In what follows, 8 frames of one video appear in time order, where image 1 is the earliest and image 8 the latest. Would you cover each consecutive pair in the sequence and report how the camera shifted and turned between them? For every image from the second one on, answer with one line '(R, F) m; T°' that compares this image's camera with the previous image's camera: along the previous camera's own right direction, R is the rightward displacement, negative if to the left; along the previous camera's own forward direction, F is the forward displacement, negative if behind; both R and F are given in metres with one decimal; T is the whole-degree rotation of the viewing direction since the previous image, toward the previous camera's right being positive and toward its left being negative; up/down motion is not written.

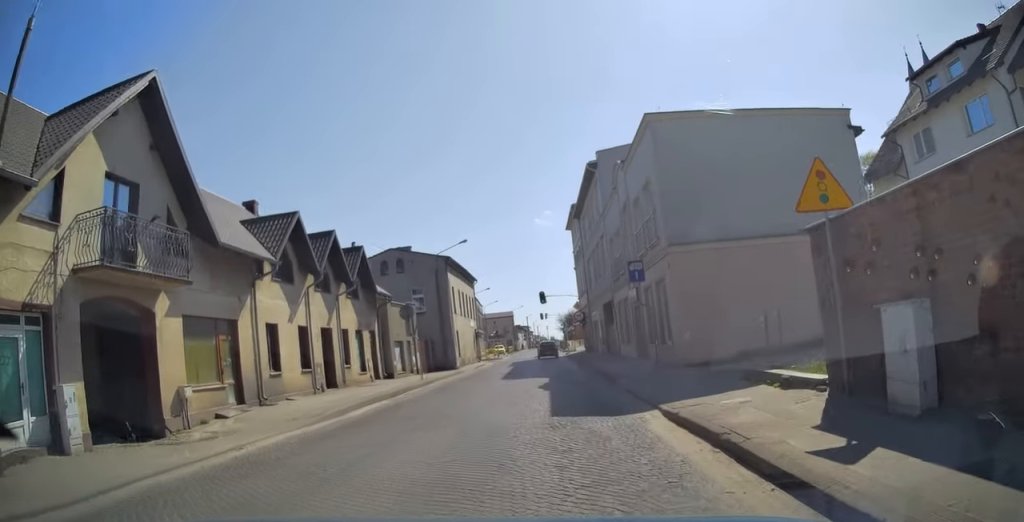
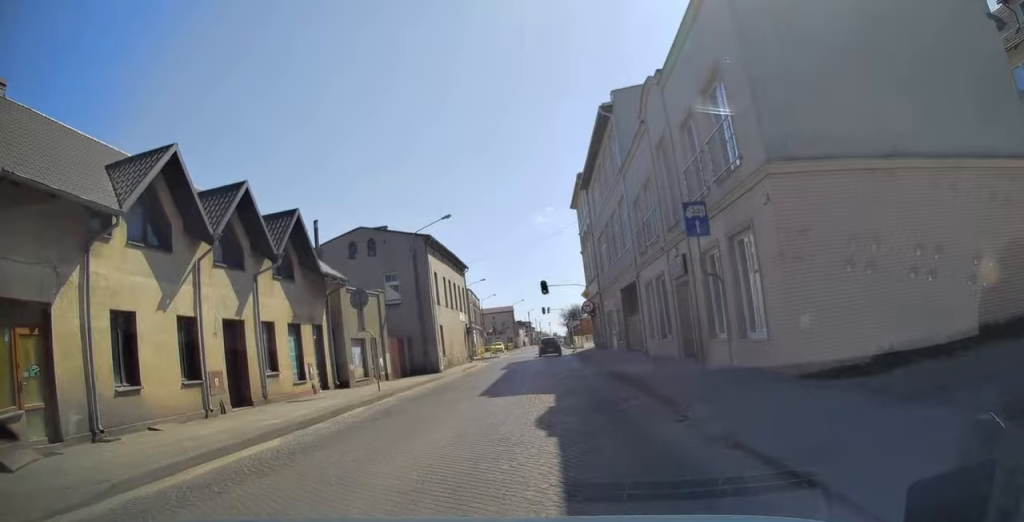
(0.0, +8.1) m; 0°
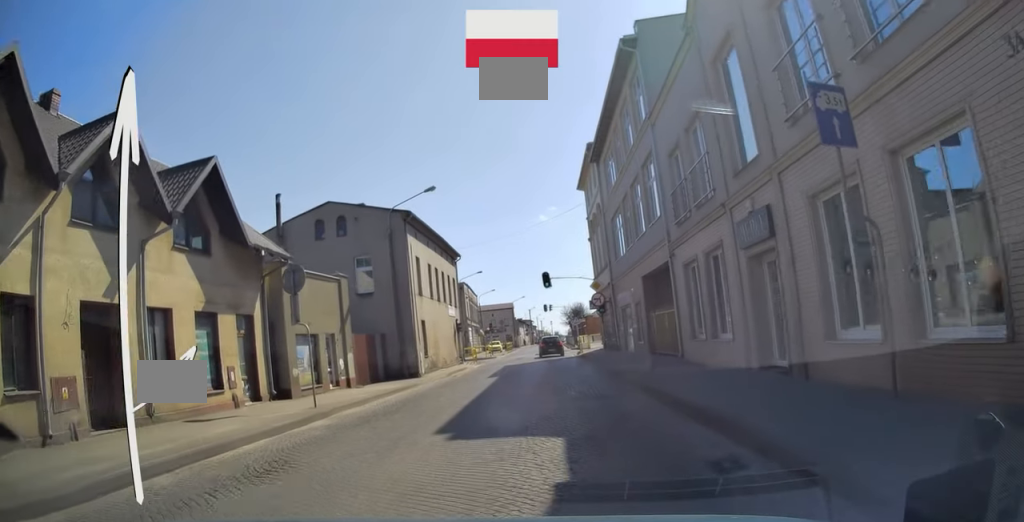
(0.0, +6.2) m; 0°
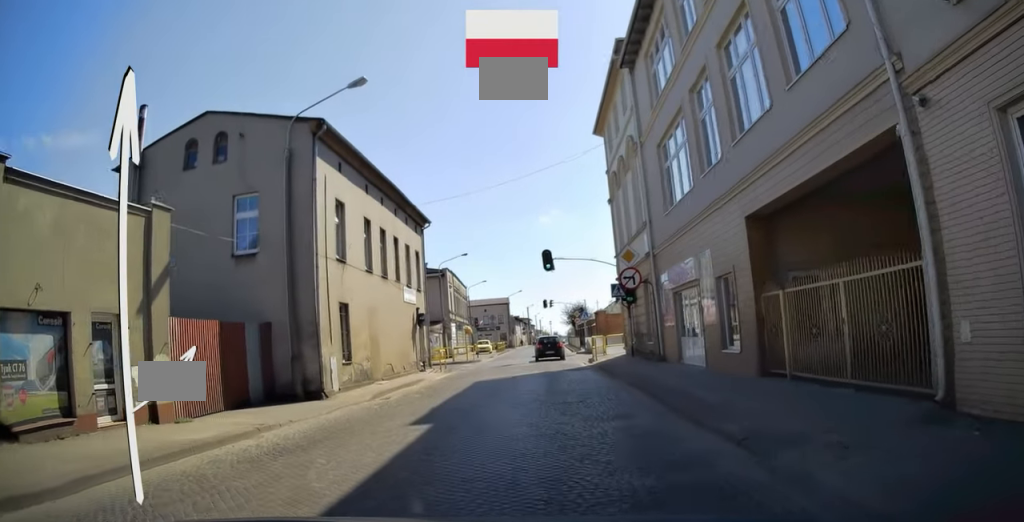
(+0.2, +12.8) m; +1°
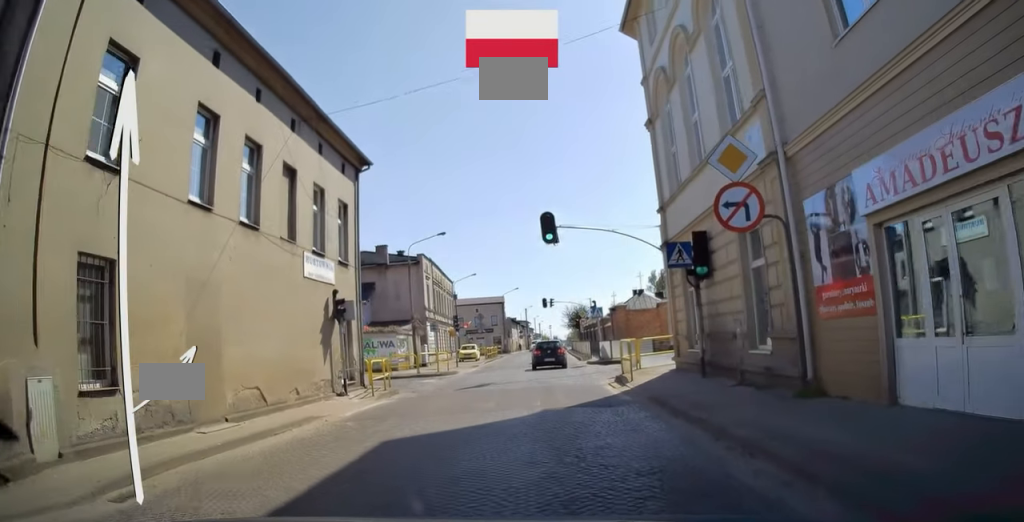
(0.0, +11.8) m; 0°
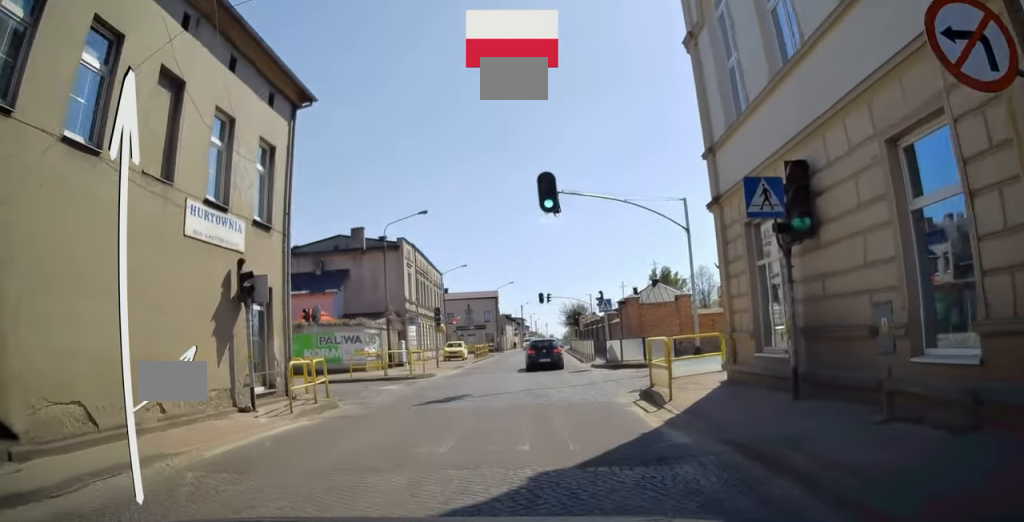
(+0.1, +5.8) m; 0°
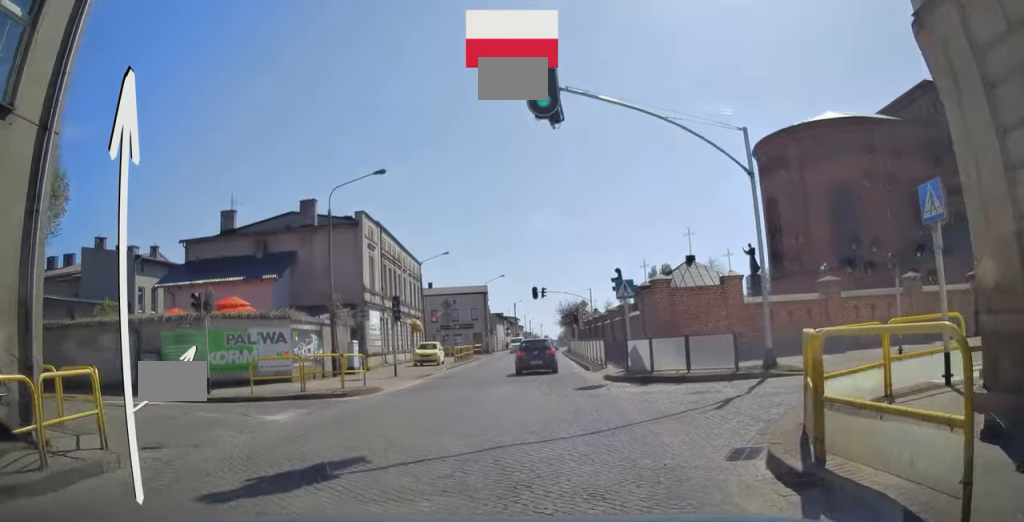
(0.0, +8.6) m; -1°
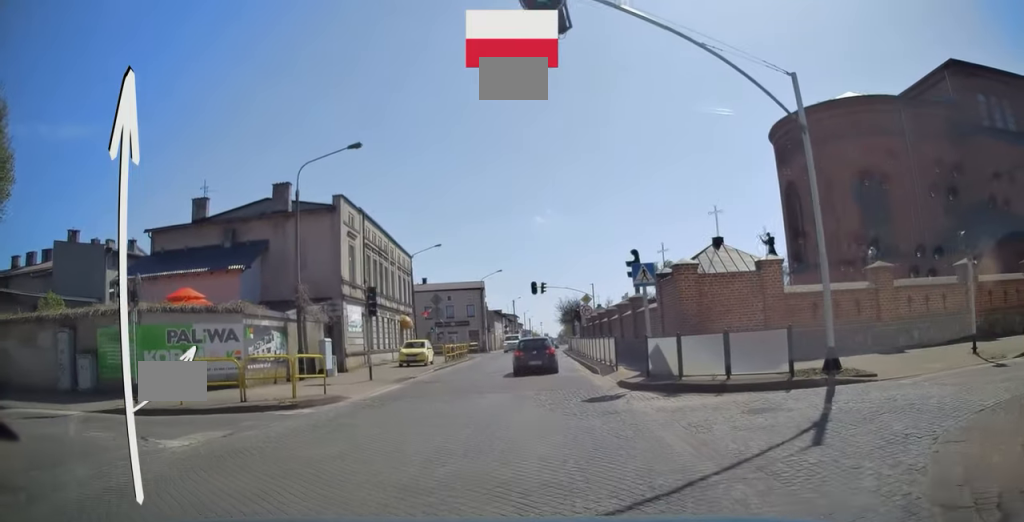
(0.0, +3.7) m; 0°
